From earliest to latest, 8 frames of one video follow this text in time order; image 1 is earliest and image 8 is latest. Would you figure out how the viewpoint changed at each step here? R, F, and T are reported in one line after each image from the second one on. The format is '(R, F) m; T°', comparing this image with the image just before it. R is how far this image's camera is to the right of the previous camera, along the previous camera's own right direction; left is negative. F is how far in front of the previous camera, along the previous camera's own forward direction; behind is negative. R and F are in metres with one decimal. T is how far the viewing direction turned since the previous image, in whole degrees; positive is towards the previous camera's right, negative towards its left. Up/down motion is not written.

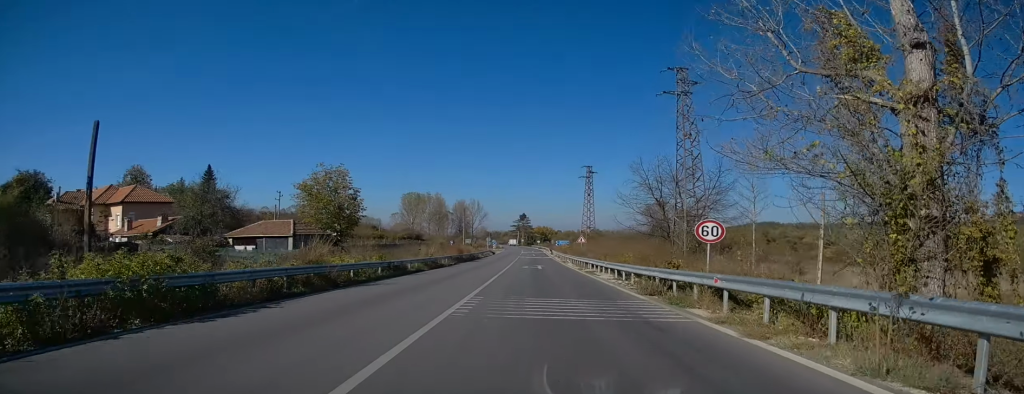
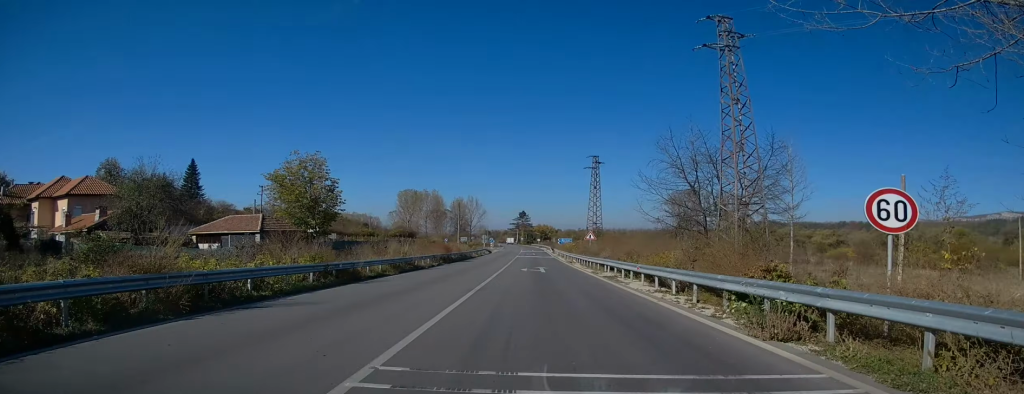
(0.0, +8.0) m; 0°
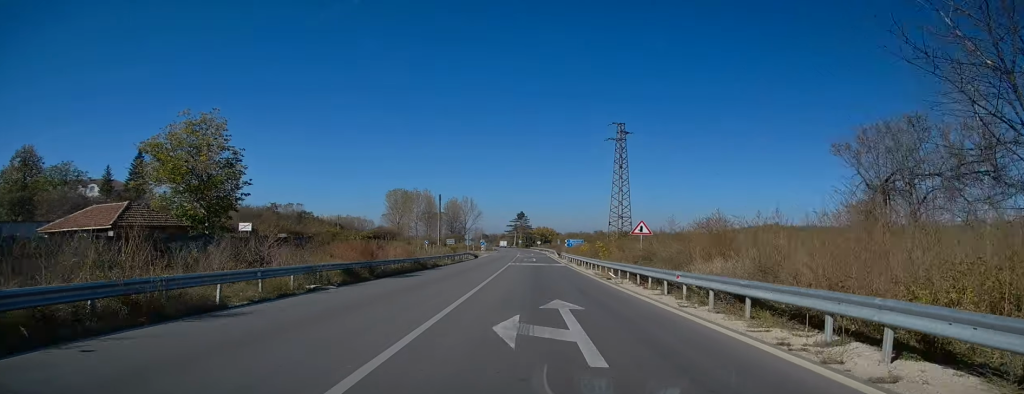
(+0.1, +21.4) m; 0°
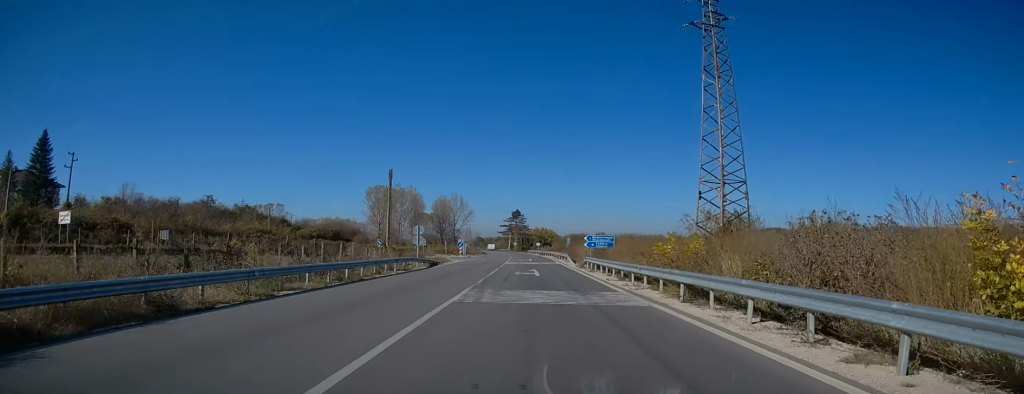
(0.0, +28.5) m; 0°
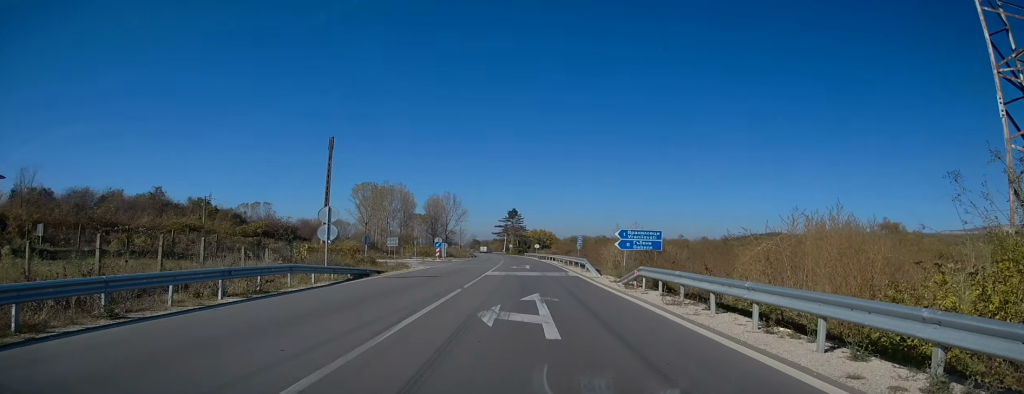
(0.0, +16.9) m; 0°
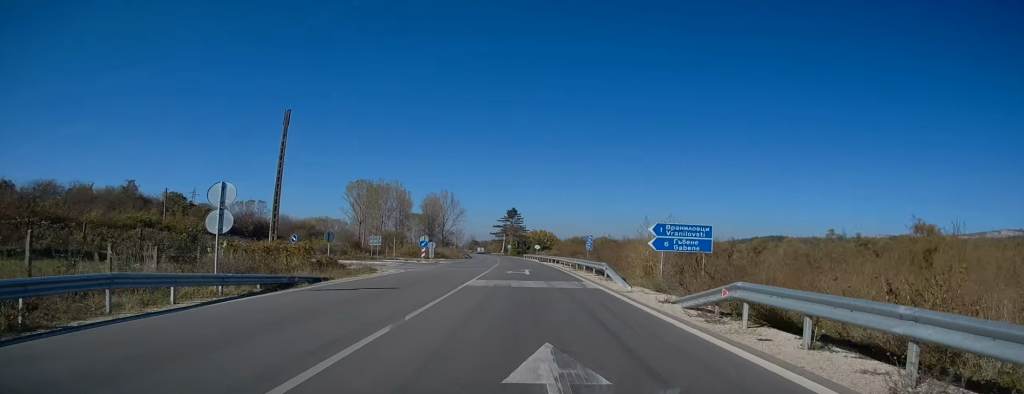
(0.0, +7.8) m; 0°
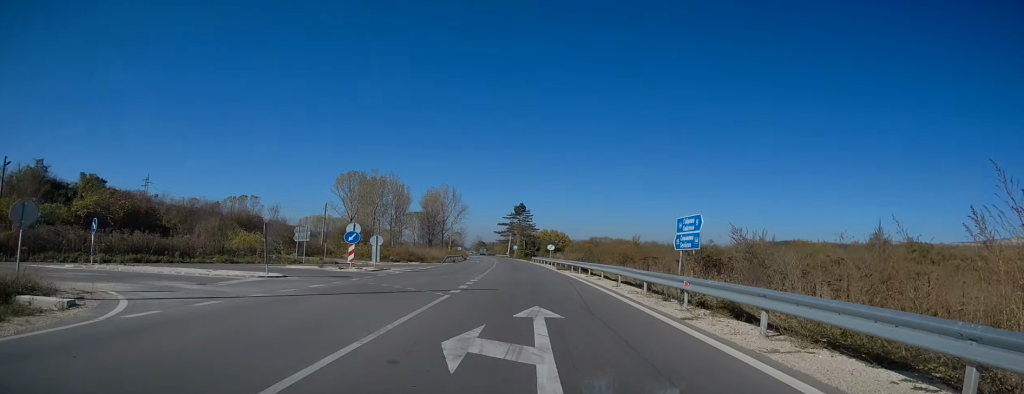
(-0.2, +22.9) m; -1°
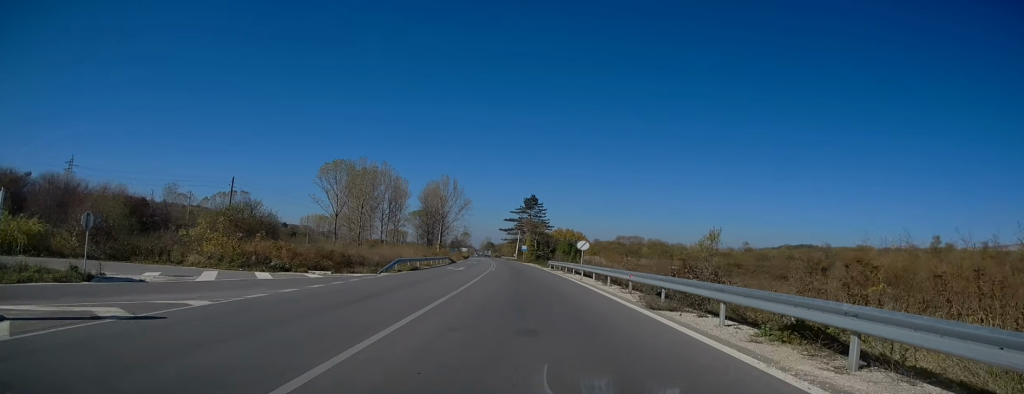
(+0.2, +27.0) m; 0°
